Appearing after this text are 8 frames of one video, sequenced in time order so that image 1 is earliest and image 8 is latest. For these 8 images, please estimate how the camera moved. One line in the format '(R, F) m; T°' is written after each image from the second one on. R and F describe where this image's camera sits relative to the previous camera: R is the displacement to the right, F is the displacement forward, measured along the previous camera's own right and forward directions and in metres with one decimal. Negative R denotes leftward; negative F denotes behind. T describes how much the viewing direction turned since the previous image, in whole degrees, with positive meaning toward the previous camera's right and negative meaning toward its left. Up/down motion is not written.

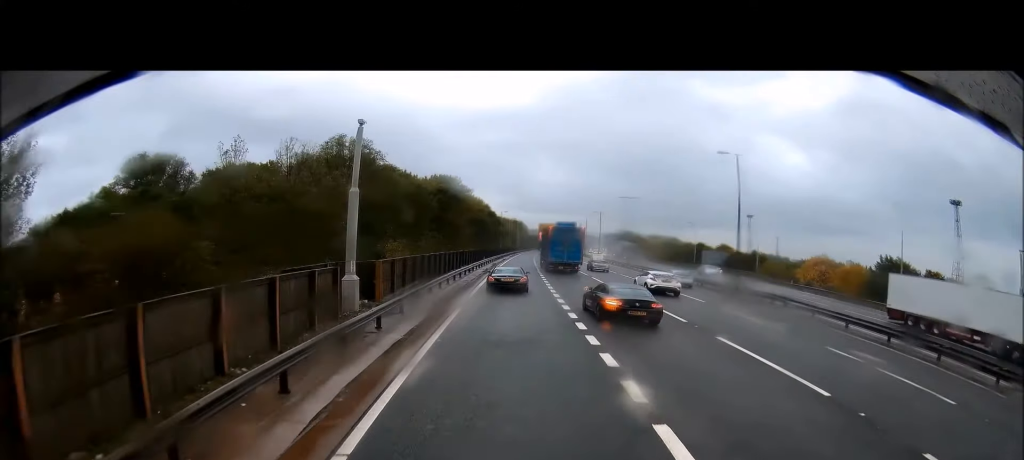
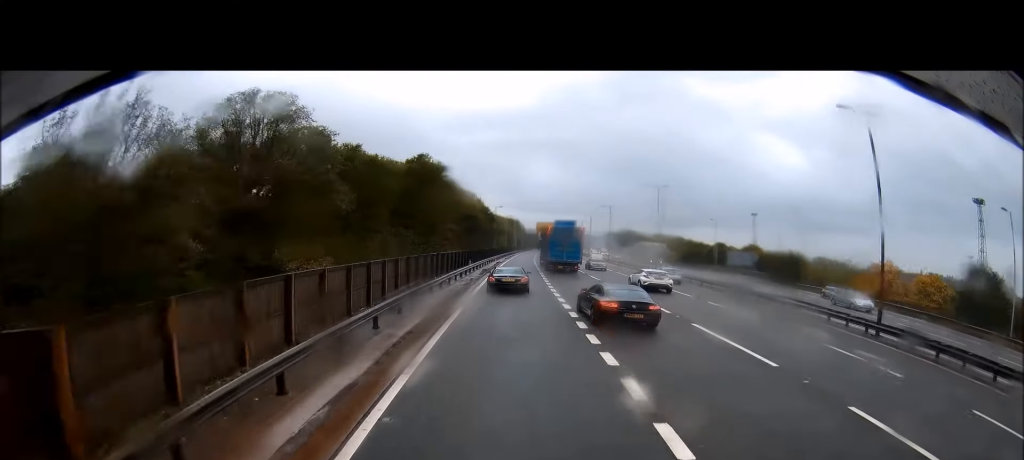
(-0.2, +15.4) m; +1°
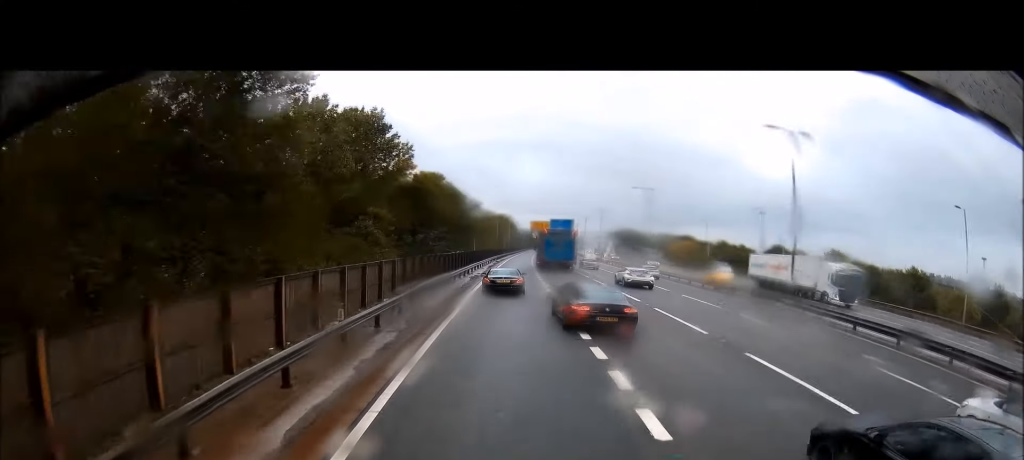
(+0.8, +32.0) m; +3°
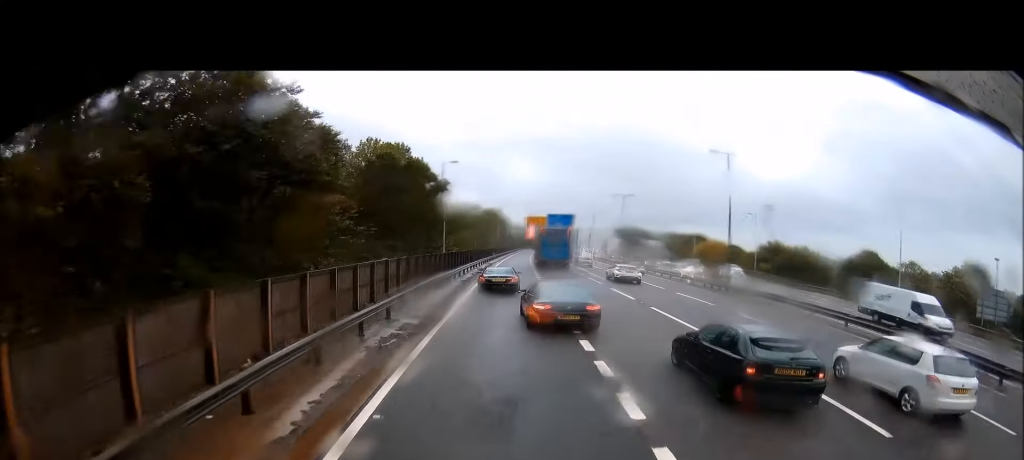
(+0.4, +27.1) m; 0°
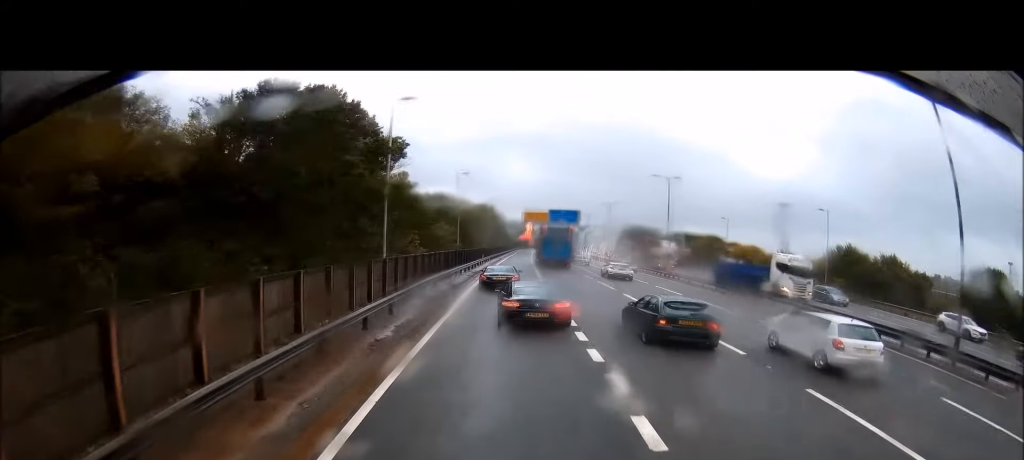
(-0.3, +22.2) m; 0°
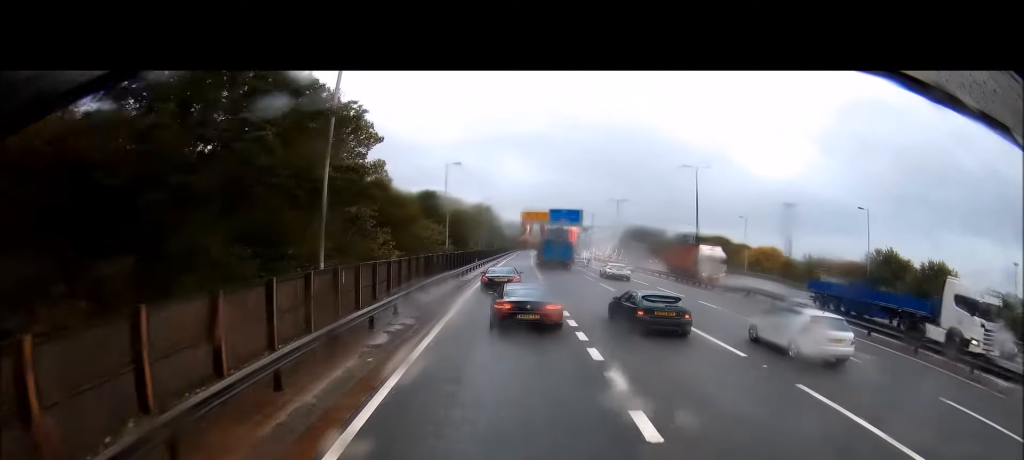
(0.0, +8.5) m; 0°
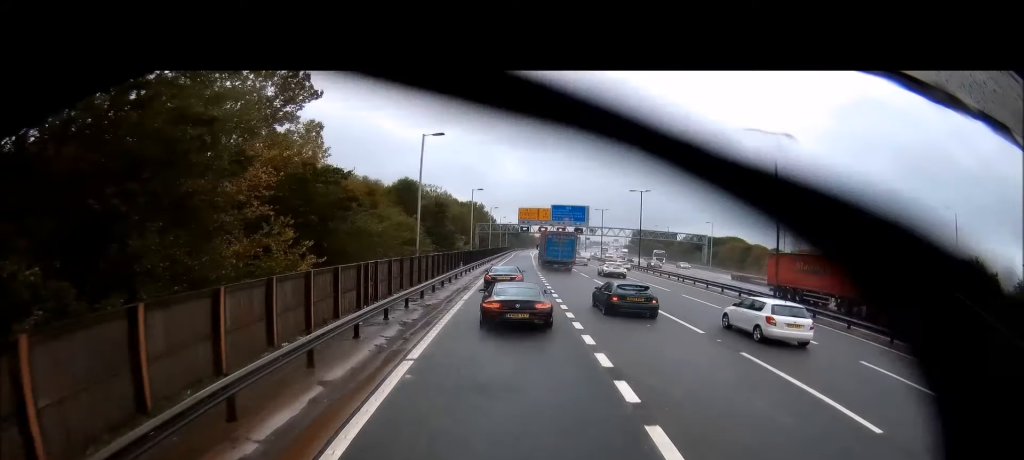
(+0.6, +14.9) m; +1°
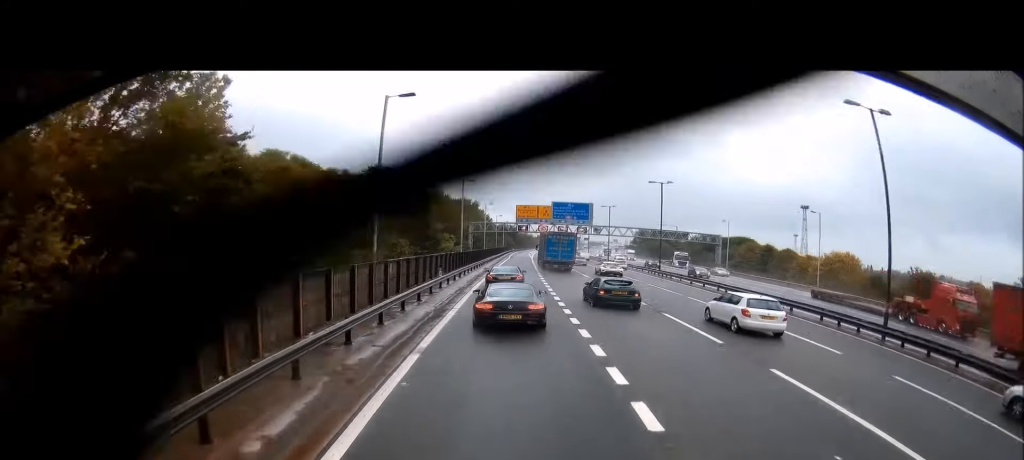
(-0.2, +10.4) m; 0°
